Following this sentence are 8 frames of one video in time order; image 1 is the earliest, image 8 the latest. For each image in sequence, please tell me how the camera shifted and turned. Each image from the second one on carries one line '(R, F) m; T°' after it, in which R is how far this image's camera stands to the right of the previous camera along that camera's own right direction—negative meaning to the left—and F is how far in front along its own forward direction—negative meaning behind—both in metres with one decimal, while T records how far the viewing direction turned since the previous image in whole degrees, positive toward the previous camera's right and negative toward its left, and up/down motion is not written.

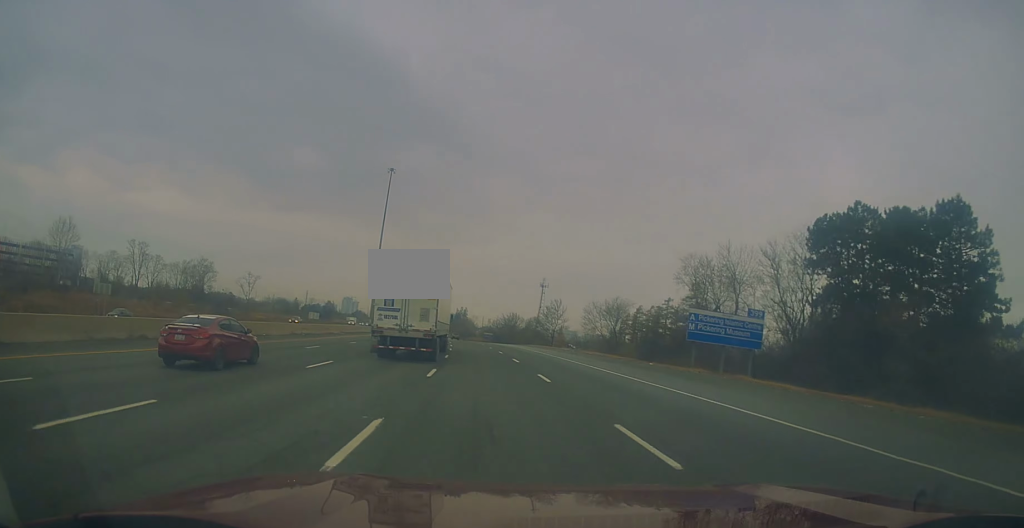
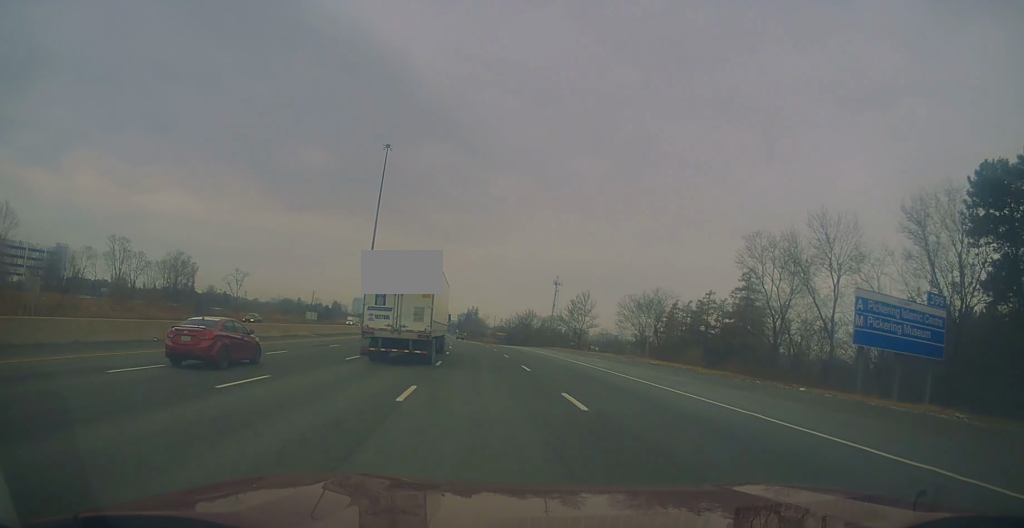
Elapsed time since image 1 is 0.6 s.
(-0.3, +17.0) m; -2°
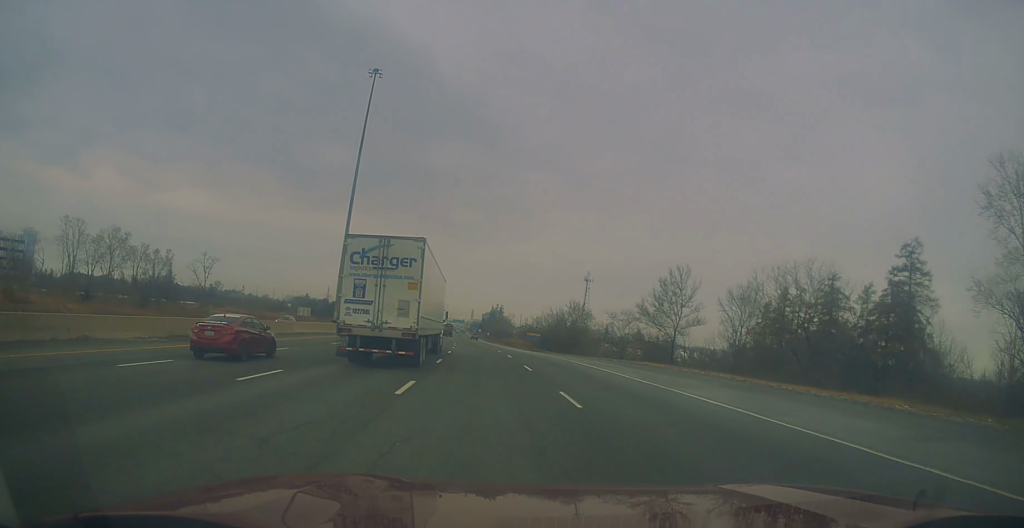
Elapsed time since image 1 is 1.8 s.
(-0.8, +33.8) m; -3°
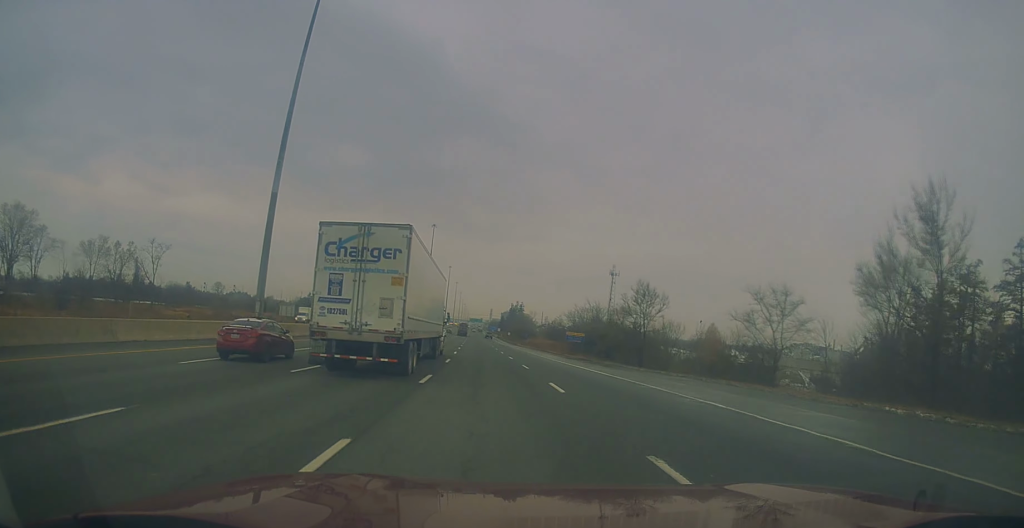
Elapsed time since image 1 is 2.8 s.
(-0.5, +30.8) m; -2°
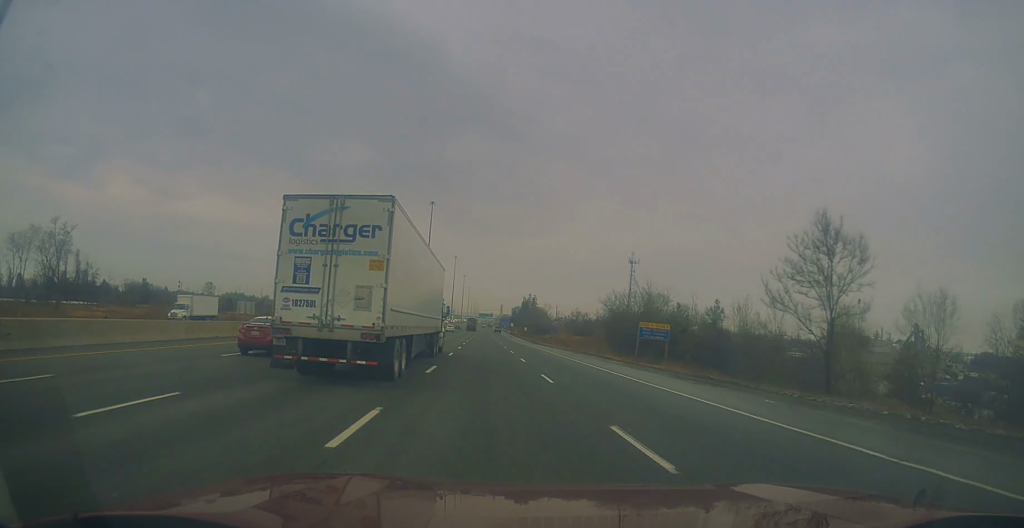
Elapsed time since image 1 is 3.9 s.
(-0.3, +32.4) m; 0°
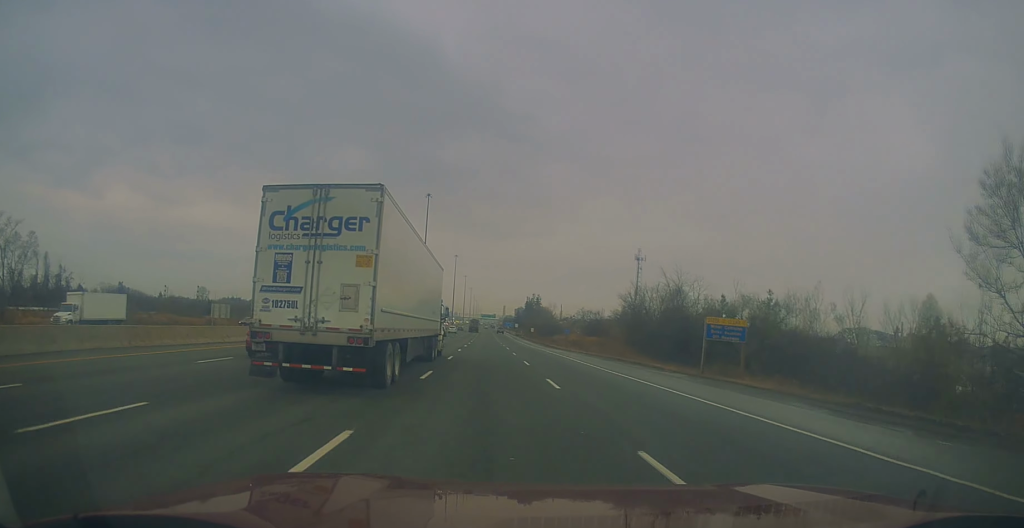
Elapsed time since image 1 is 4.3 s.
(+0.2, +13.3) m; 0°
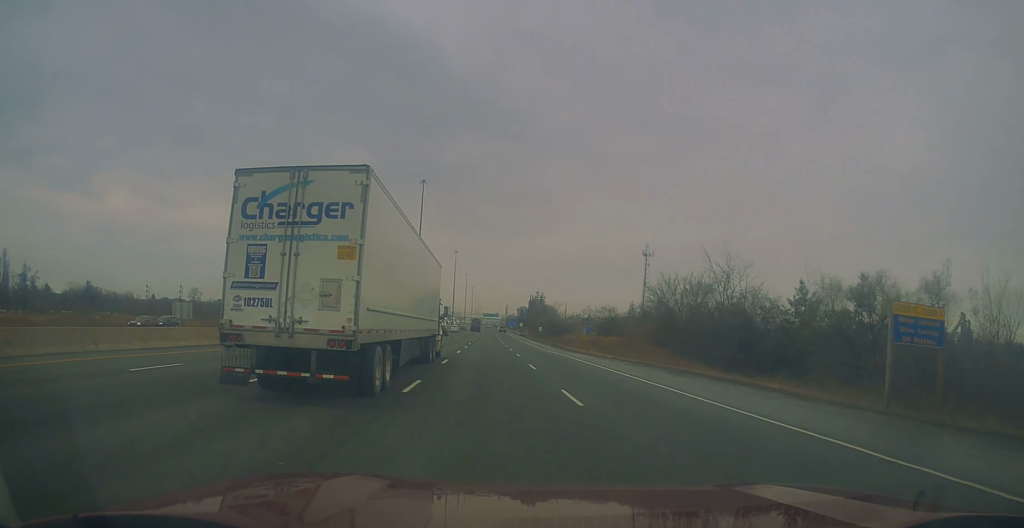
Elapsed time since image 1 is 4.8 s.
(+0.3, +15.4) m; 0°
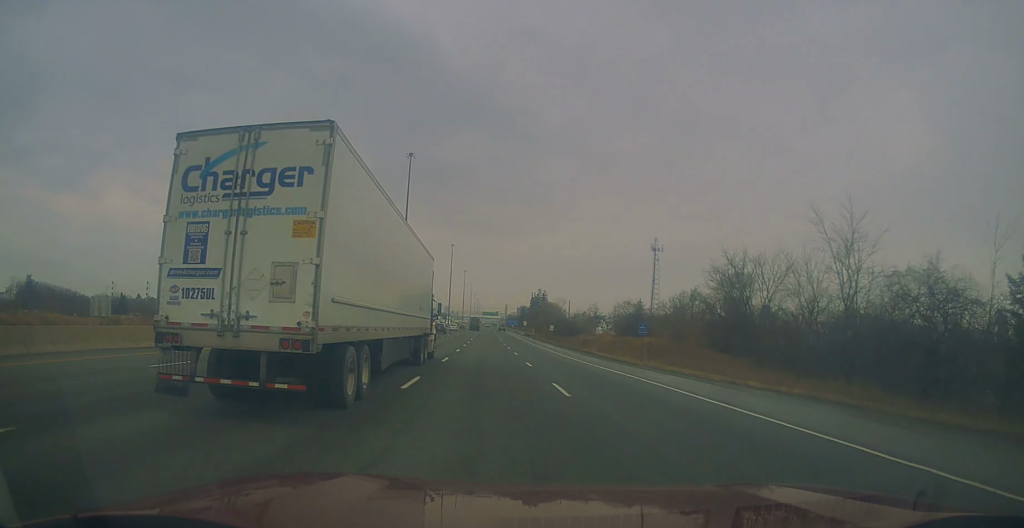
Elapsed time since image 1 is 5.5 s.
(-0.7, +22.7) m; -1°
